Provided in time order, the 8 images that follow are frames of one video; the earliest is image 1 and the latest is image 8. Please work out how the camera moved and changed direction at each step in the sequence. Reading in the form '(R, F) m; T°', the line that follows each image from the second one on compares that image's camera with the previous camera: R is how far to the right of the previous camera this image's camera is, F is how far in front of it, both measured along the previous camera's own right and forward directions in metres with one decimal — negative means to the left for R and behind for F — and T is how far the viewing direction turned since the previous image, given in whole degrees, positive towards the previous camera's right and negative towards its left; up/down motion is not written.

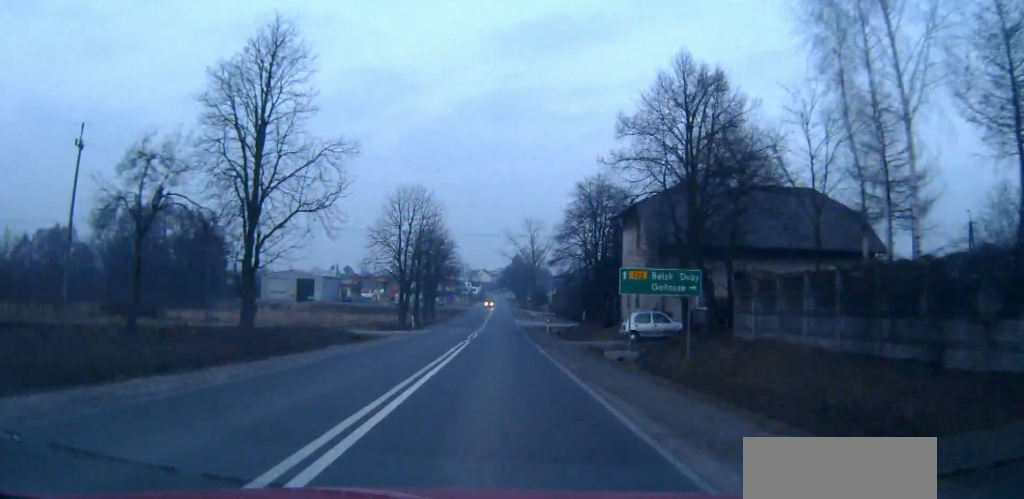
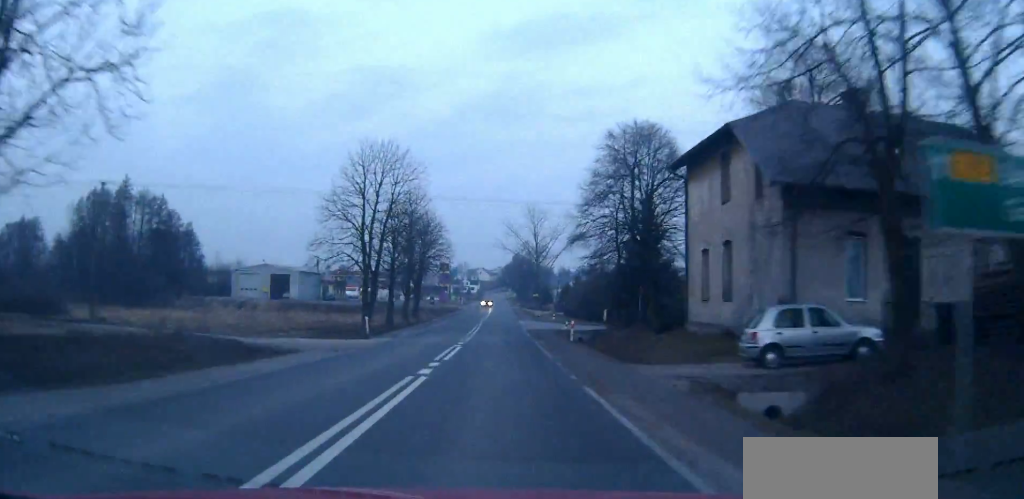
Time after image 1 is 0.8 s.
(0.0, +18.3) m; 0°
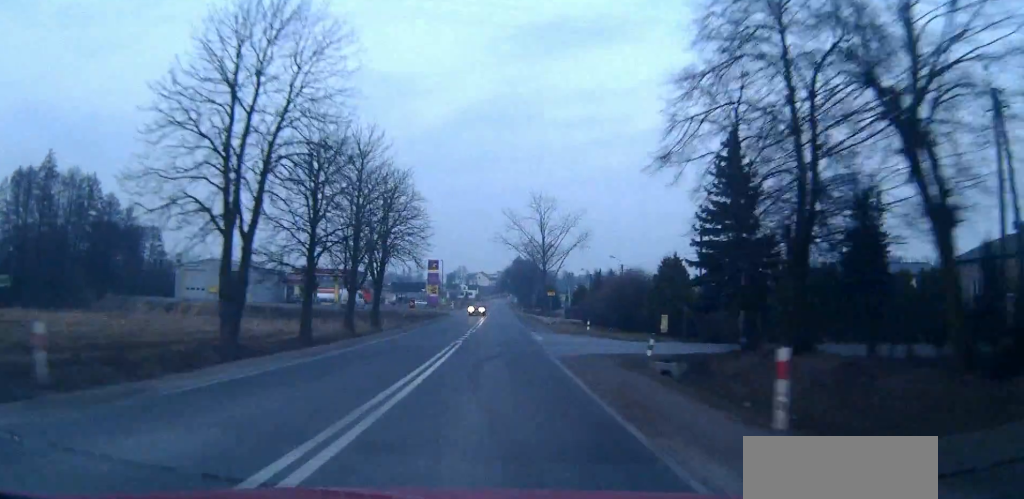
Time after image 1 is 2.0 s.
(0.0, +26.3) m; 0°
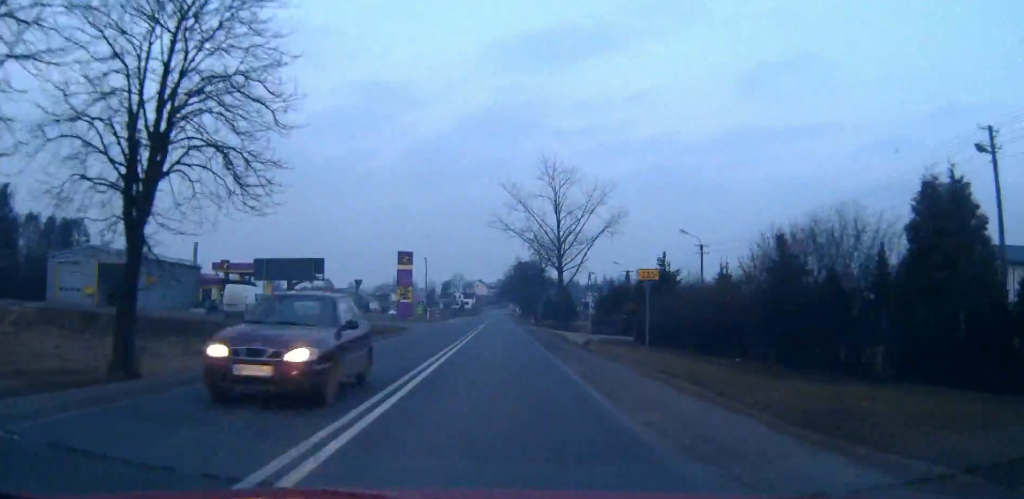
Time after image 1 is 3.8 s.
(0.0, +38.0) m; 0°
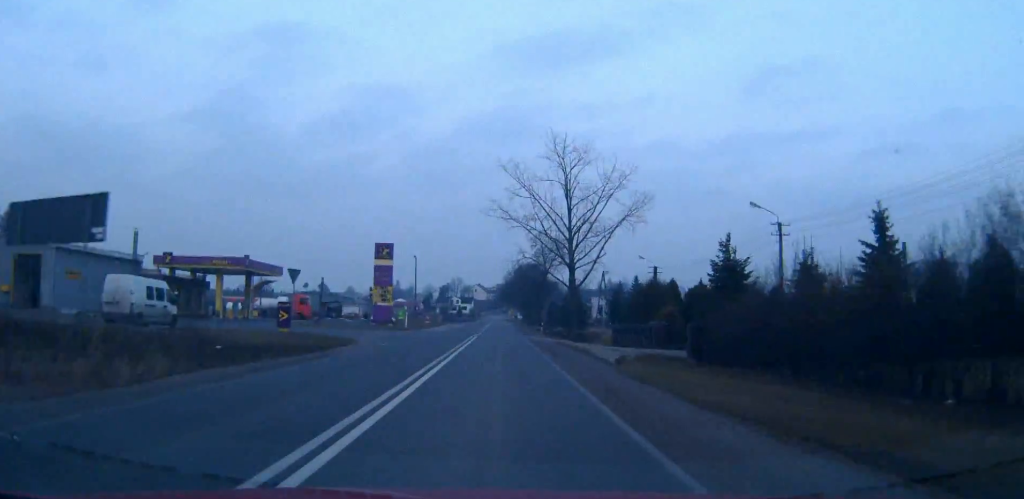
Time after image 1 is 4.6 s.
(0.0, +16.8) m; 0°
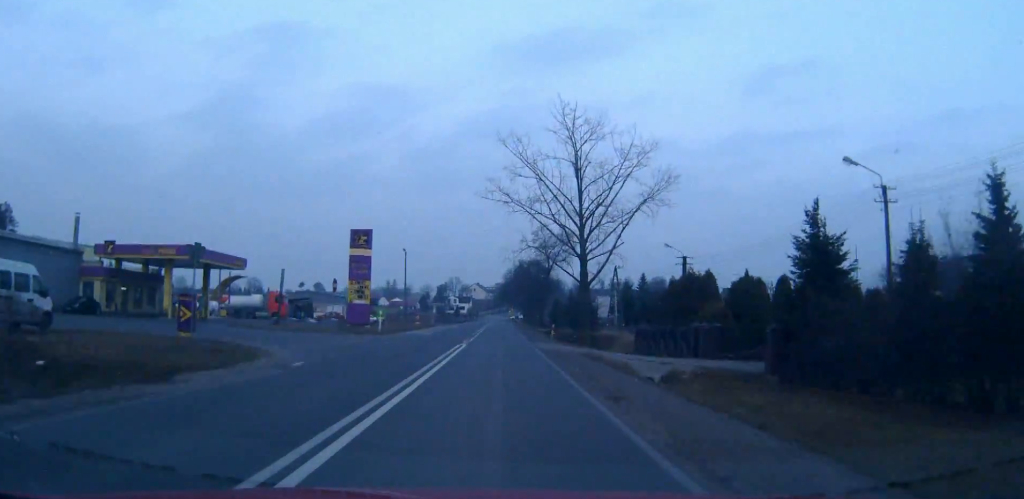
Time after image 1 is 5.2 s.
(0.0, +12.5) m; 0°
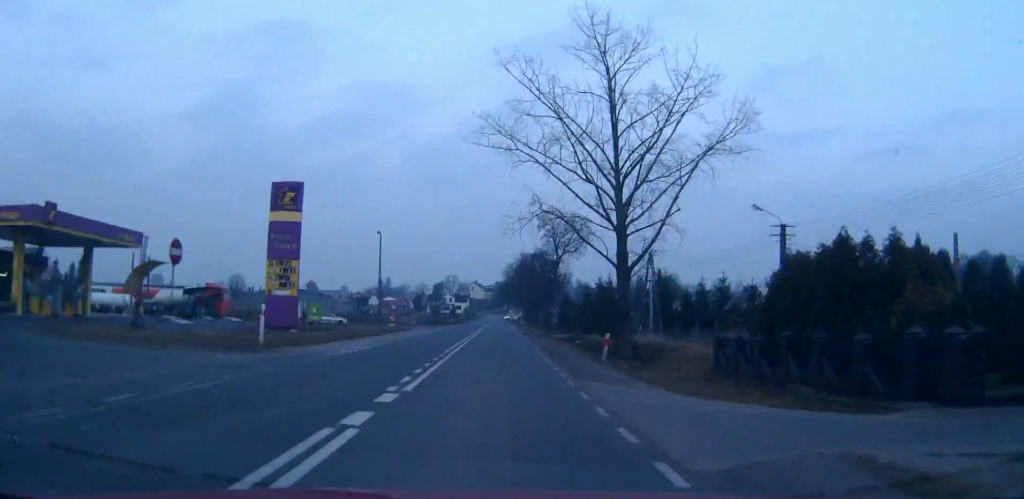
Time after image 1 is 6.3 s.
(0.0, +23.1) m; 0°
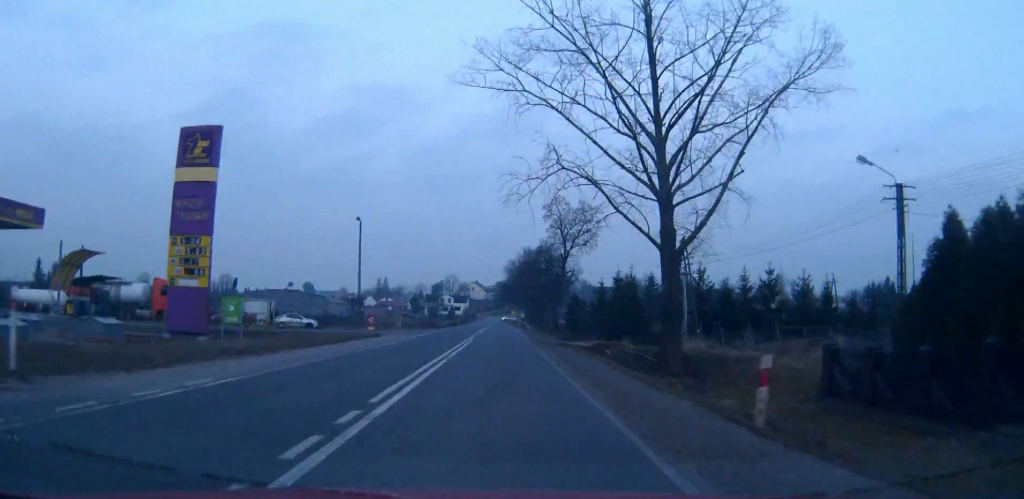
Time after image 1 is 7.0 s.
(0.0, +13.4) m; 0°
